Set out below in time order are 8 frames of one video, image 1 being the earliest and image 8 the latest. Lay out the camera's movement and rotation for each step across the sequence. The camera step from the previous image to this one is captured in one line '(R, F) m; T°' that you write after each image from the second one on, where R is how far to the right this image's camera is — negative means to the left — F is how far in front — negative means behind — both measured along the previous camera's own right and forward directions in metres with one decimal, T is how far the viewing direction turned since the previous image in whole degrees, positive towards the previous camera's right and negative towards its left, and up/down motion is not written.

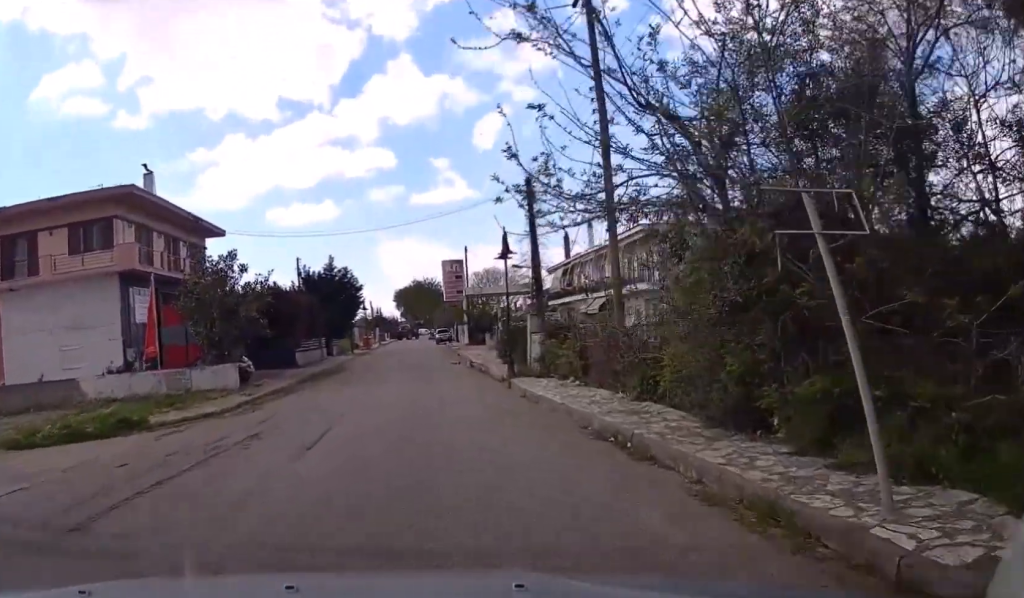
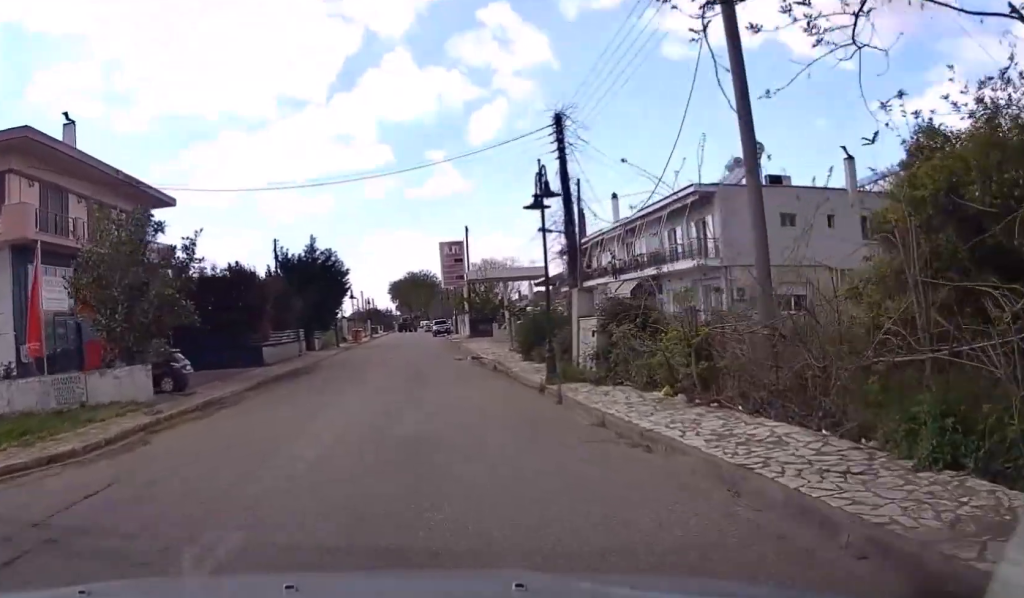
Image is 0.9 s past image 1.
(+0.1, +9.0) m; 0°
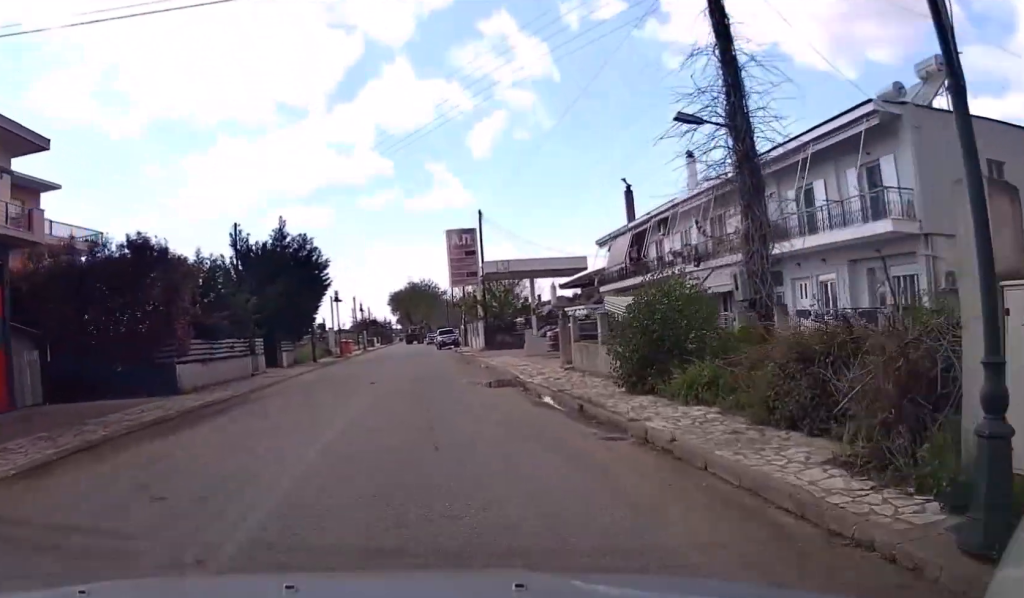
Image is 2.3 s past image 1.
(-0.2, +14.0) m; -1°
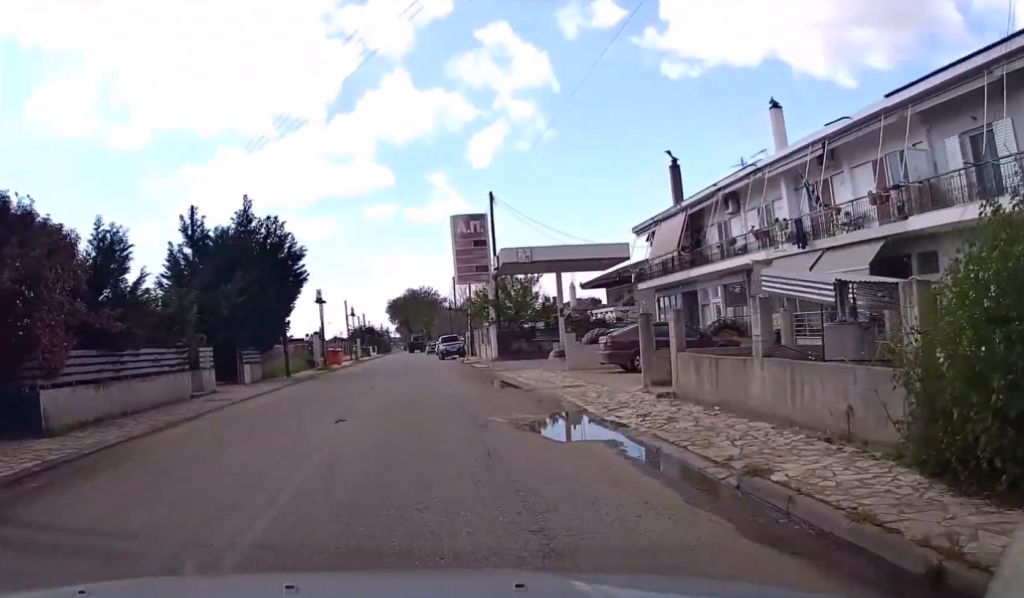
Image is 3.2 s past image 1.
(0.0, +9.7) m; 0°
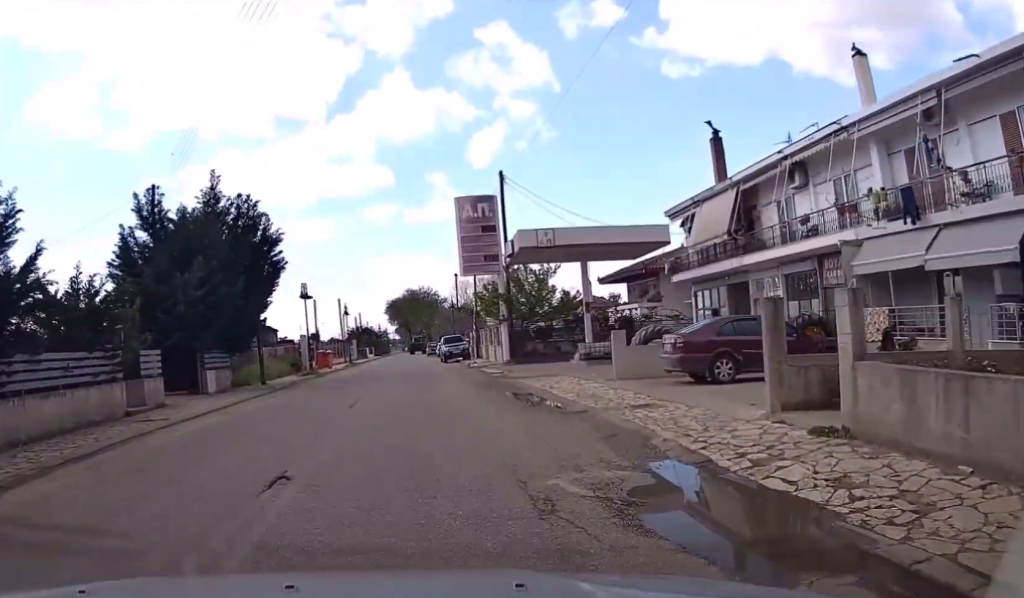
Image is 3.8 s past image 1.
(0.0, +5.9) m; 0°
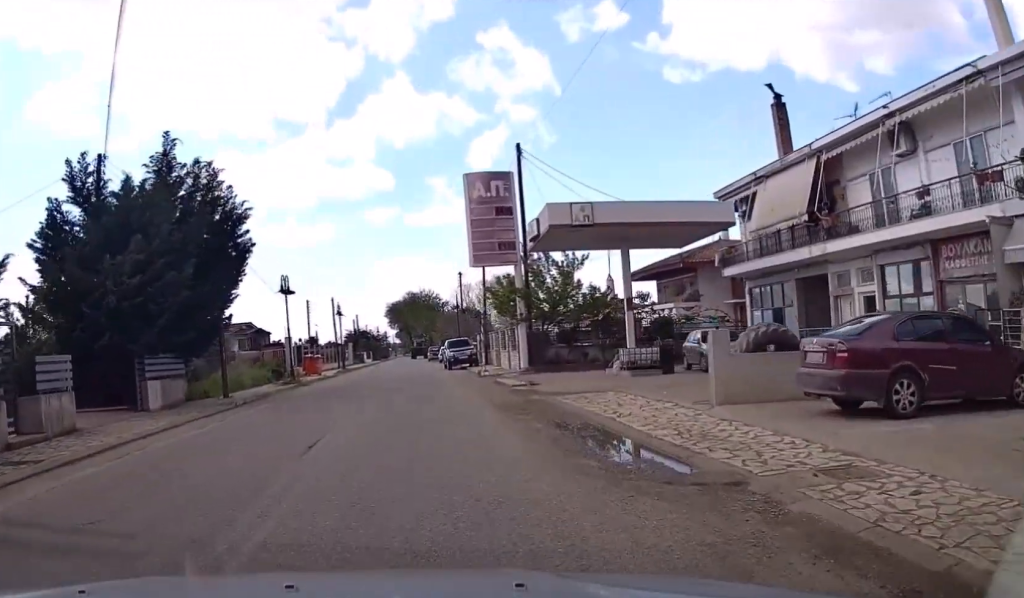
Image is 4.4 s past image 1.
(0.0, +6.6) m; 0°
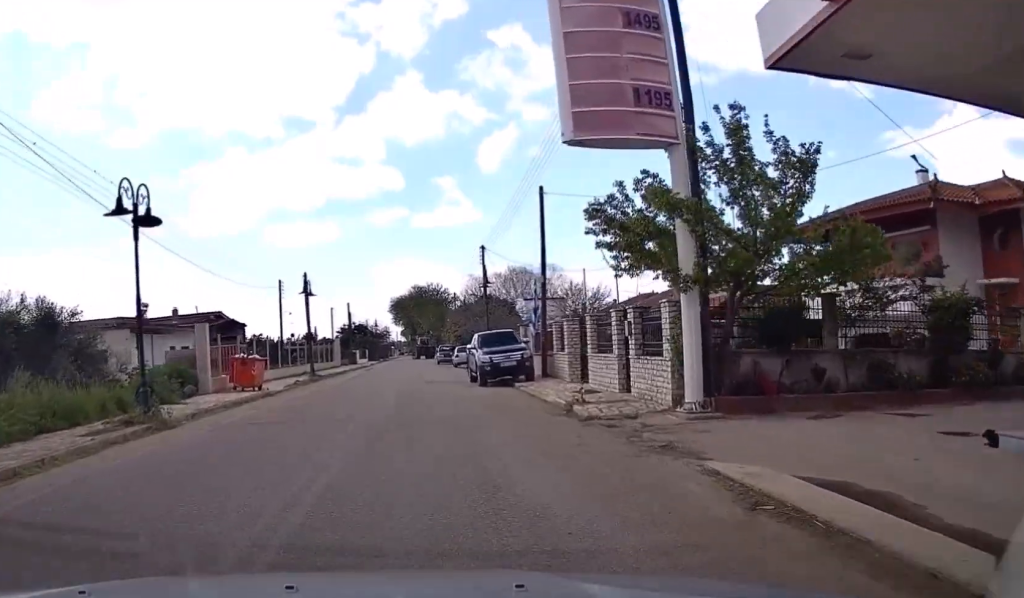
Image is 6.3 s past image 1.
(+0.3, +19.8) m; +2°
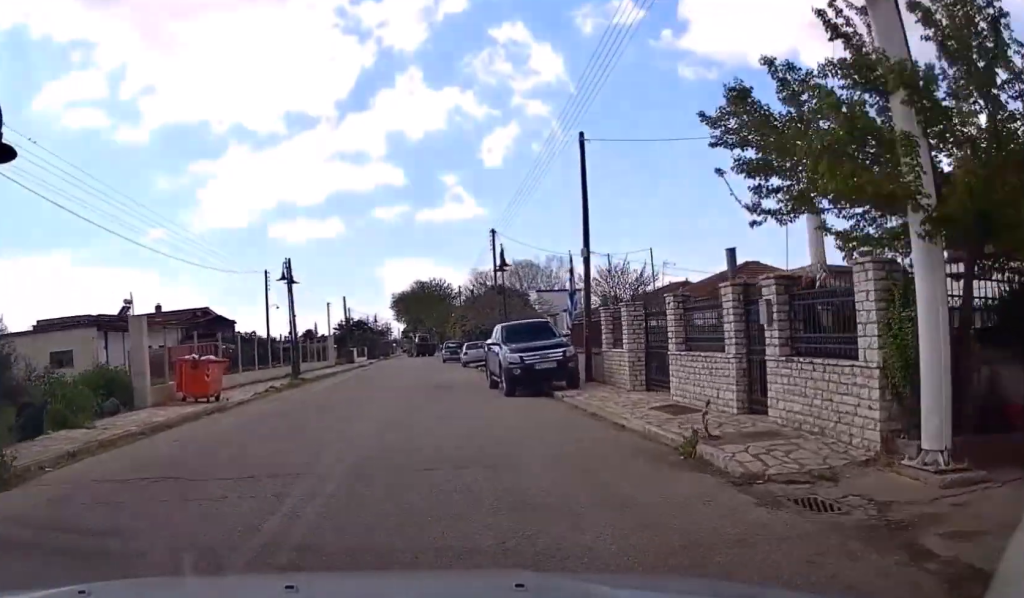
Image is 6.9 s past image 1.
(0.0, +6.6) m; -1°
